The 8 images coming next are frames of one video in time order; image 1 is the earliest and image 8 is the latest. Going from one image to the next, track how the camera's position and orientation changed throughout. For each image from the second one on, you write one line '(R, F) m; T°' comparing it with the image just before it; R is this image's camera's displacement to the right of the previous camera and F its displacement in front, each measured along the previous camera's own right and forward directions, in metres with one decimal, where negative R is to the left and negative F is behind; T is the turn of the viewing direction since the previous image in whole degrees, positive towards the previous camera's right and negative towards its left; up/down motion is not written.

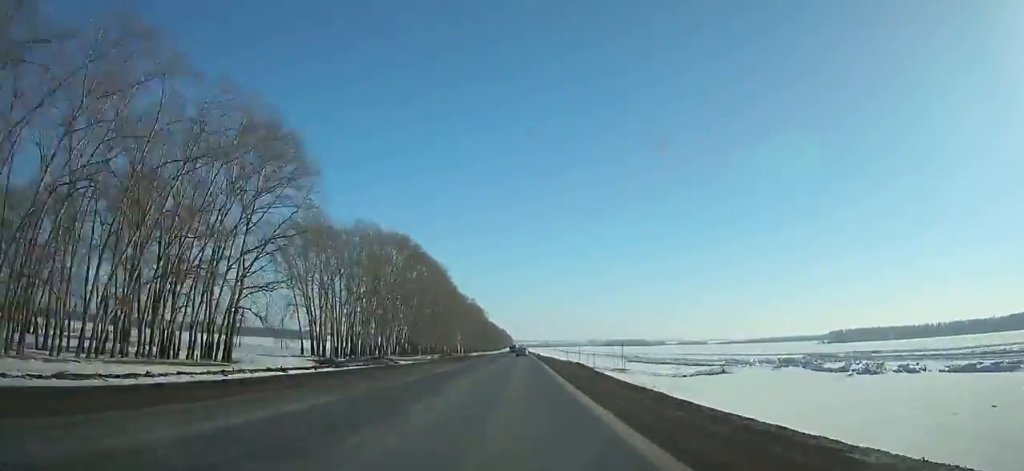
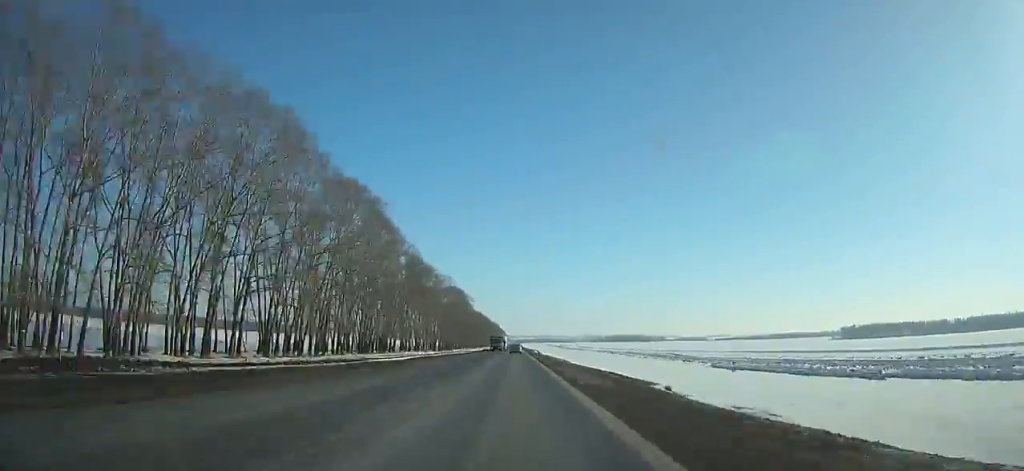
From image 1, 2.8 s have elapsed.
(0.0, +70.8) m; 0°
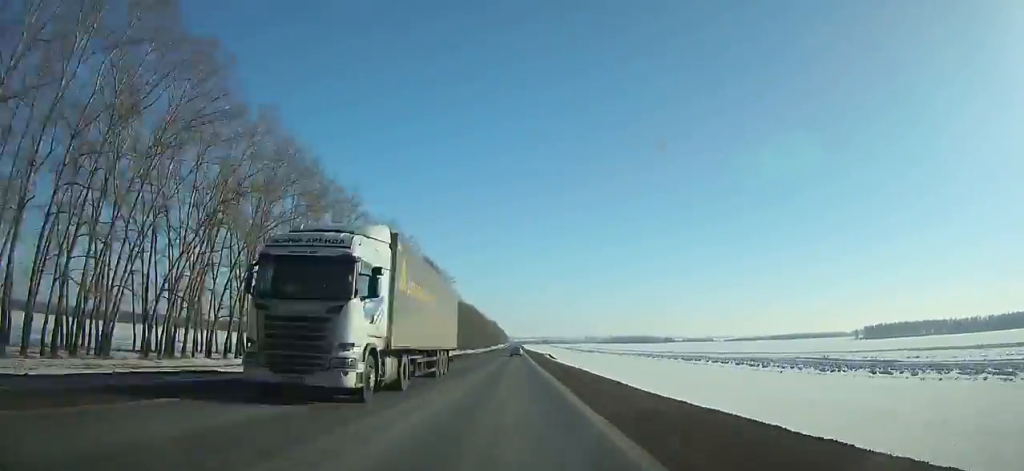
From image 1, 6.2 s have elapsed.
(-0.1, +85.2) m; 0°
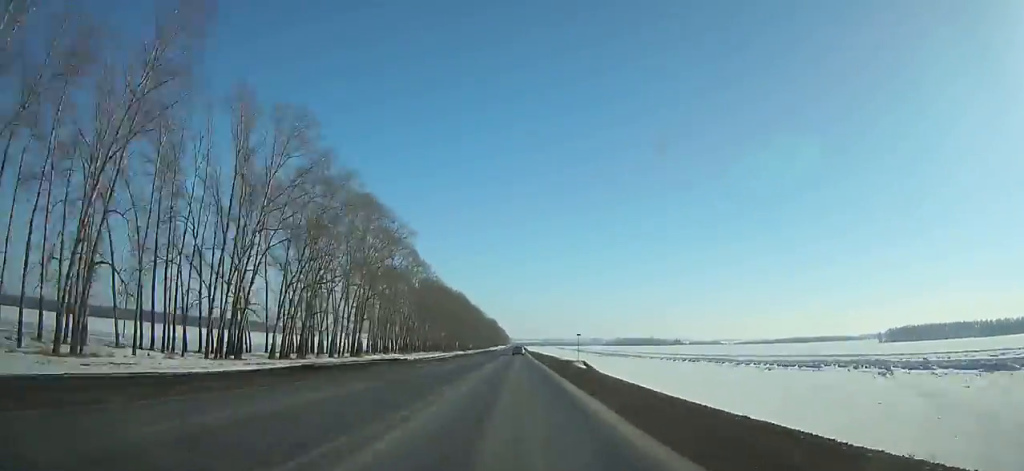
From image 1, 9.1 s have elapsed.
(-0.1, +72.2) m; 0°
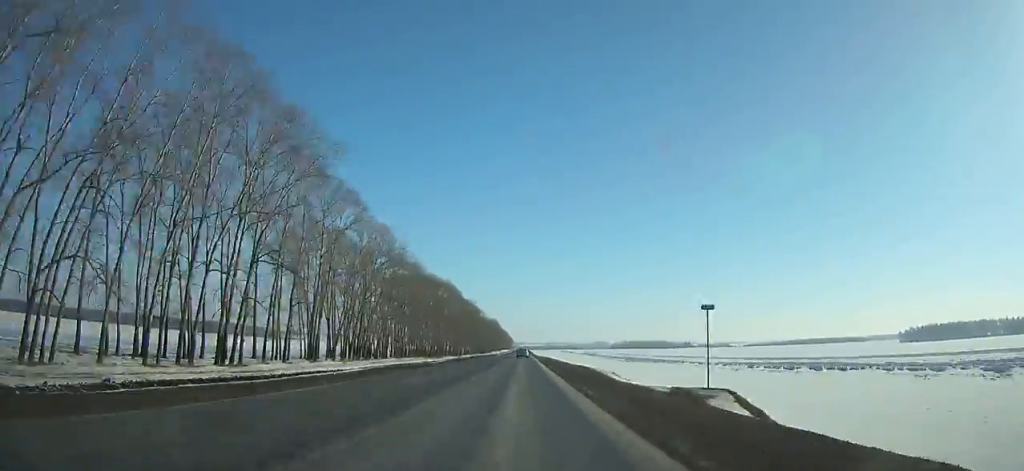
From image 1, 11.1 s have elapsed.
(+0.1, +49.9) m; 0°
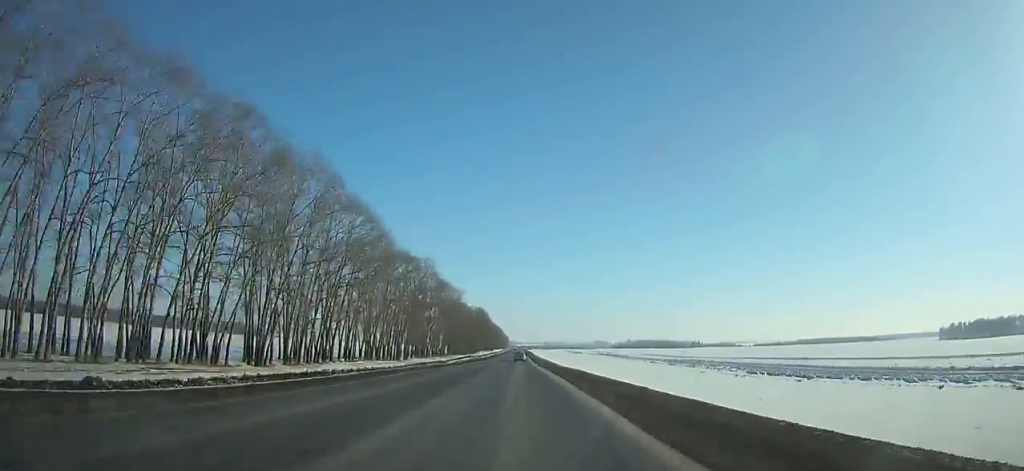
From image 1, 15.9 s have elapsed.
(0.0, +121.4) m; 0°
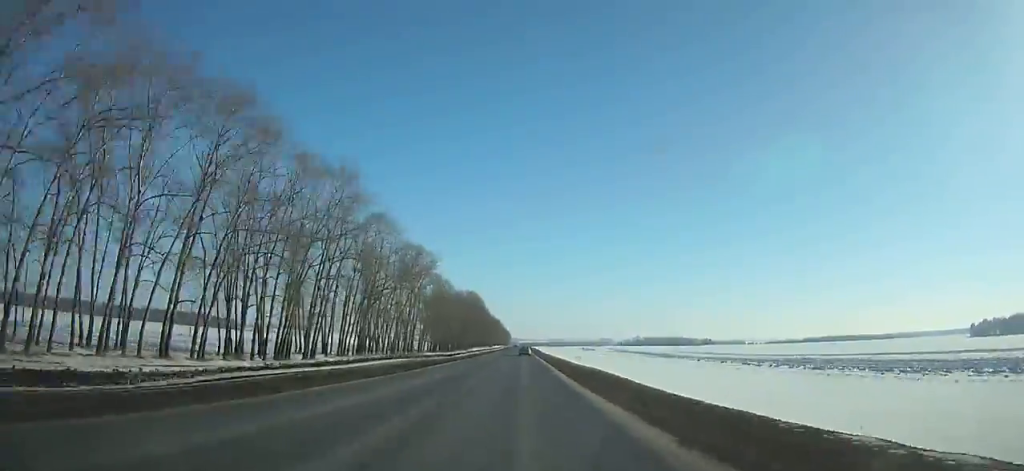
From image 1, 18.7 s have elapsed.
(0.0, +71.1) m; 0°
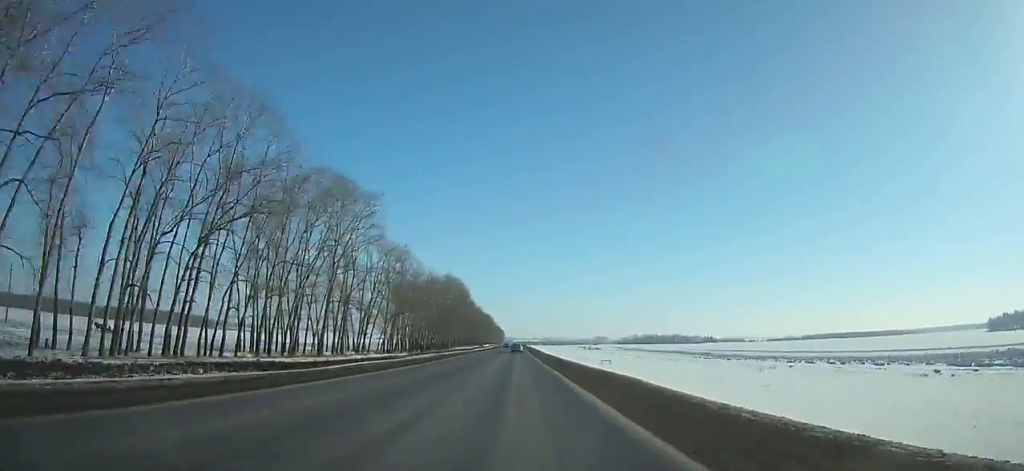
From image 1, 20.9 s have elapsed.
(-0.1, +55.8) m; 0°
